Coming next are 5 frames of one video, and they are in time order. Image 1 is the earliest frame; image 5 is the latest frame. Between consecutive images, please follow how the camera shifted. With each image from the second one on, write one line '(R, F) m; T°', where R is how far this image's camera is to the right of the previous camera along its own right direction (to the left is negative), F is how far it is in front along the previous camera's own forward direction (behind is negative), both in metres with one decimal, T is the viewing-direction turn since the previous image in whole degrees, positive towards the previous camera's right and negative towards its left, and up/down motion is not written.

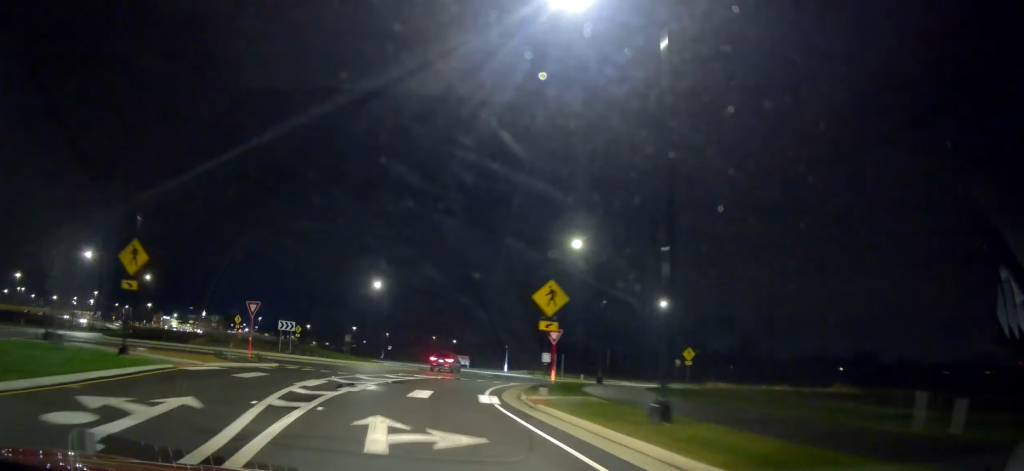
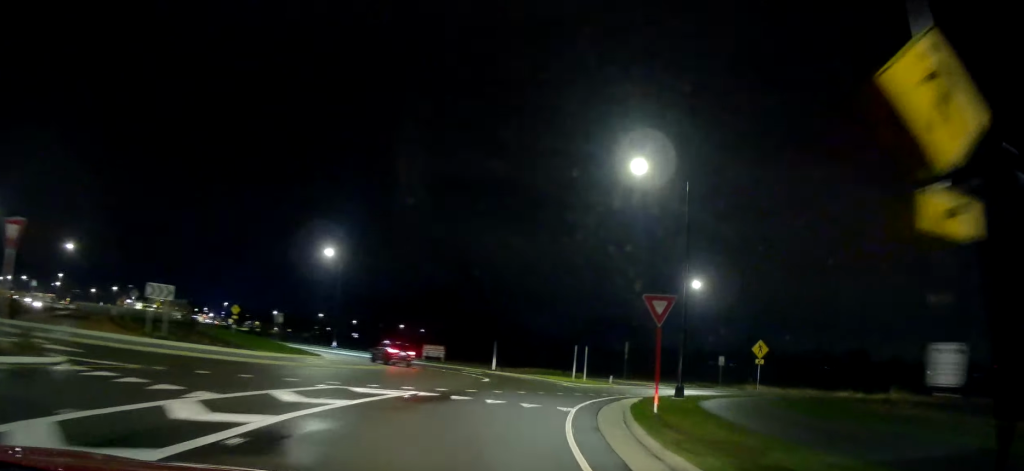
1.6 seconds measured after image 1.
(-0.9, +20.7) m; -5°
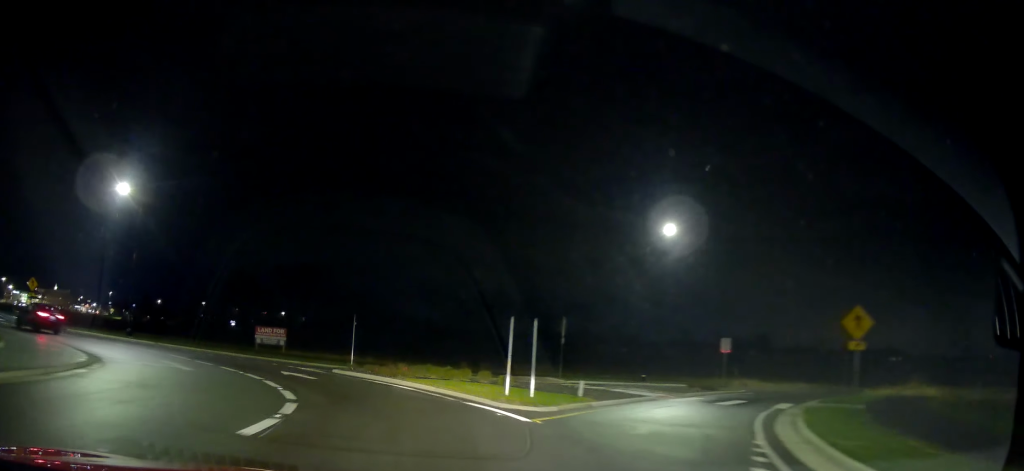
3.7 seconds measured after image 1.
(0.0, +23.2) m; +3°
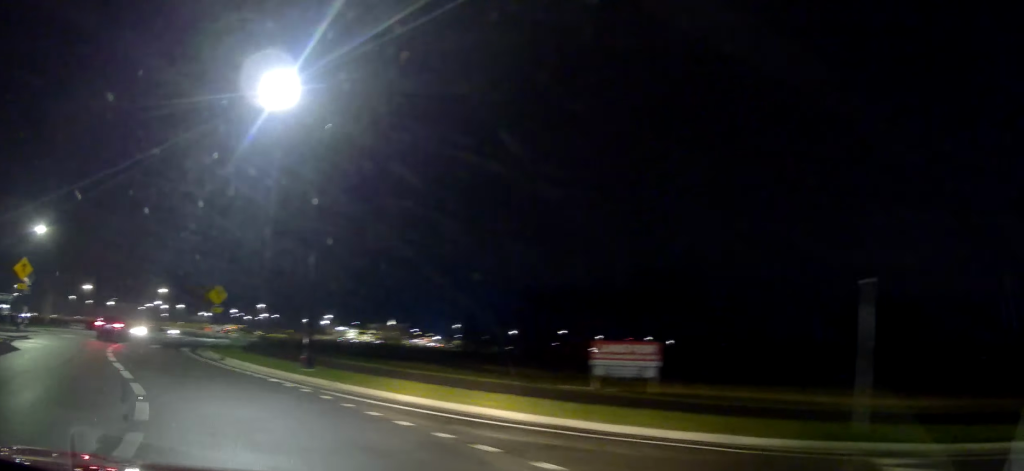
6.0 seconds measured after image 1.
(+1.7, +22.9) m; +2°
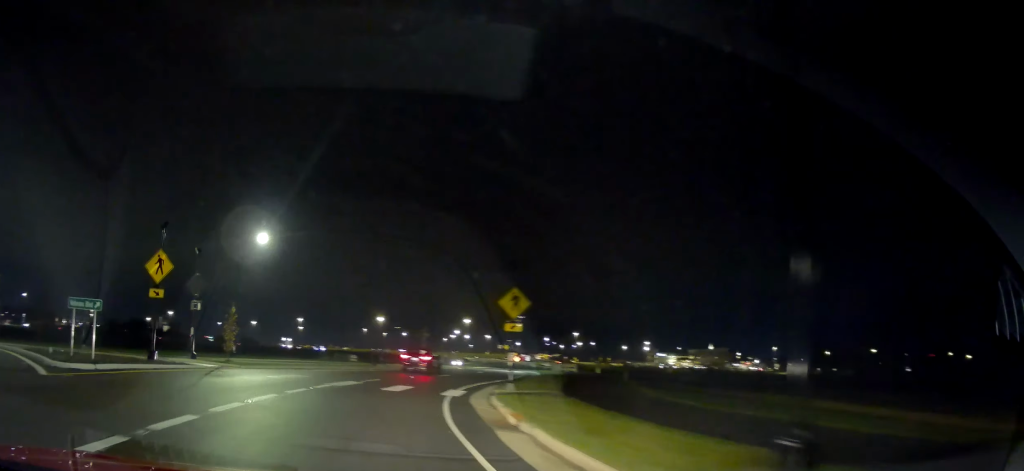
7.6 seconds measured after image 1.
(-2.5, +15.5) m; -21°
